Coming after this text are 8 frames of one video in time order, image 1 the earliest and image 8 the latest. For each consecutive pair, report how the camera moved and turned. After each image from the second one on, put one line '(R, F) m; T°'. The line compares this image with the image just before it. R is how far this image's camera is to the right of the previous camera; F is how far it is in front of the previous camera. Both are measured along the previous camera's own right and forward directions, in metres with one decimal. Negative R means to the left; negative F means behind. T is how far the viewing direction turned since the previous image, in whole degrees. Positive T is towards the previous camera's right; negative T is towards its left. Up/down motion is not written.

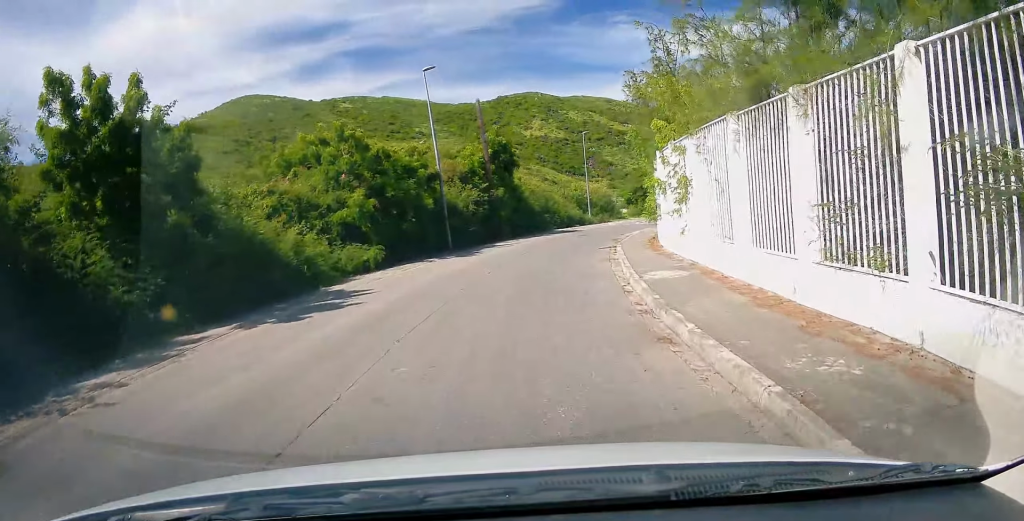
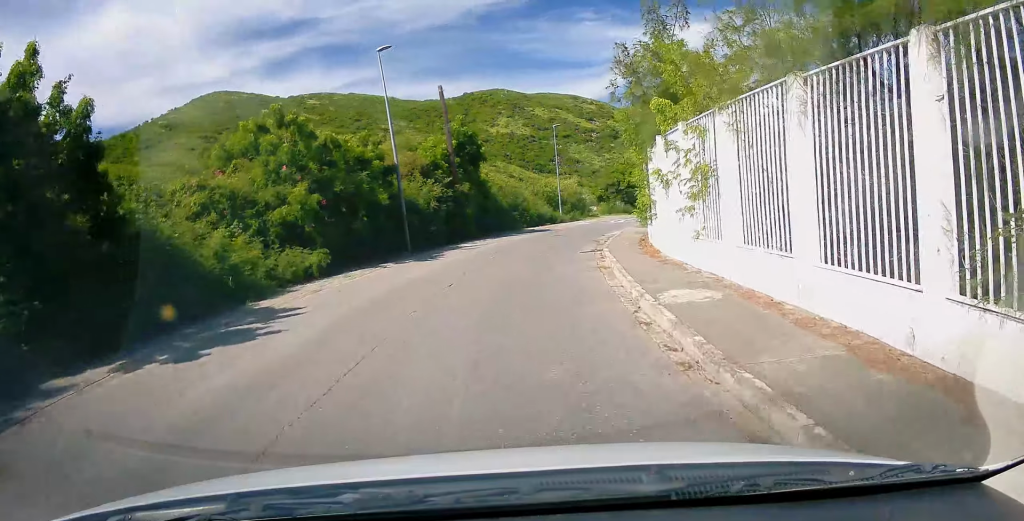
(-0.1, +2.8) m; +3°
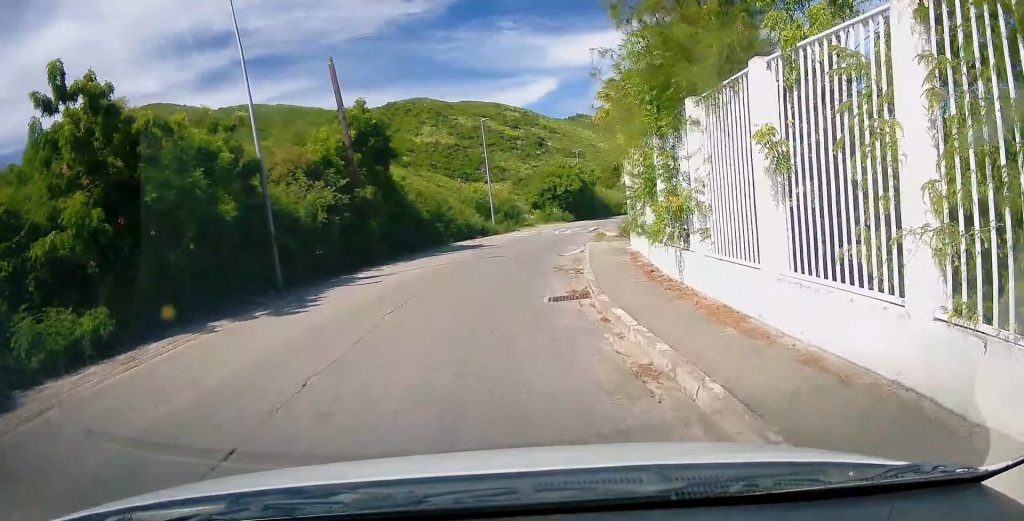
(+0.2, +7.4) m; +2°
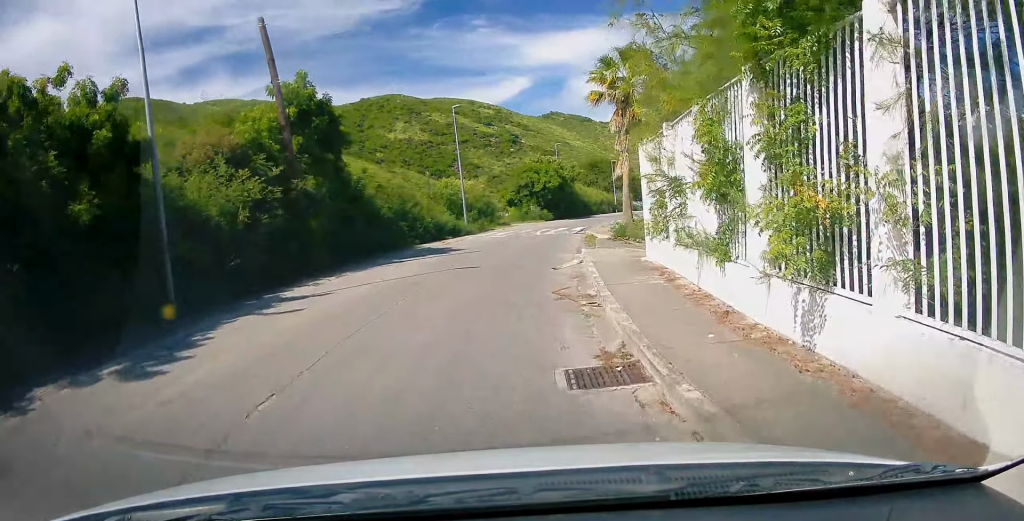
(+0.2, +4.3) m; +5°
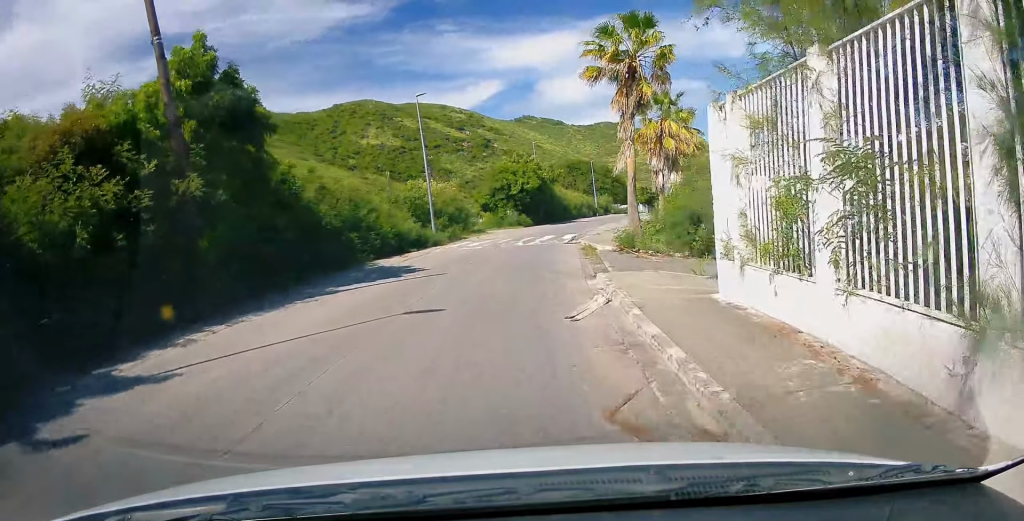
(+0.1, +5.7) m; +3°
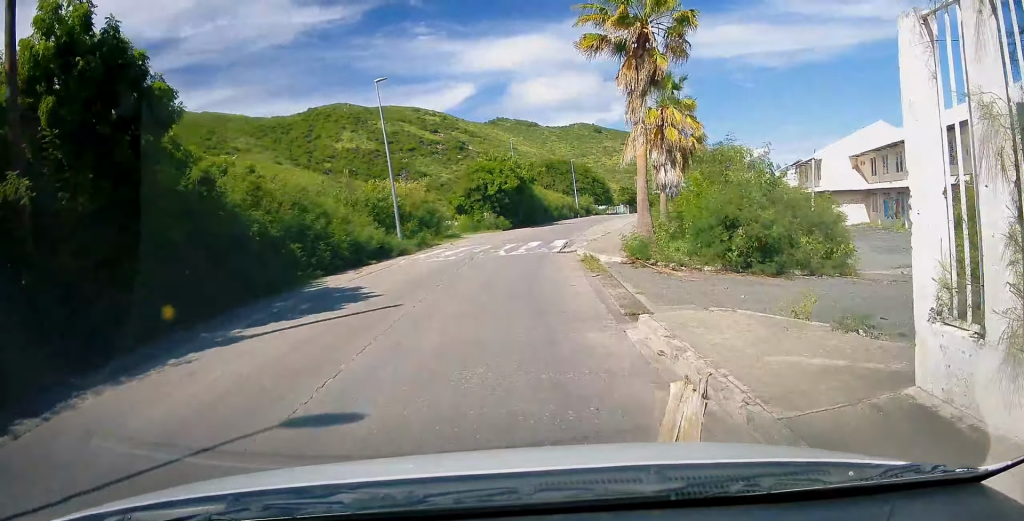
(+0.2, +4.6) m; +4°
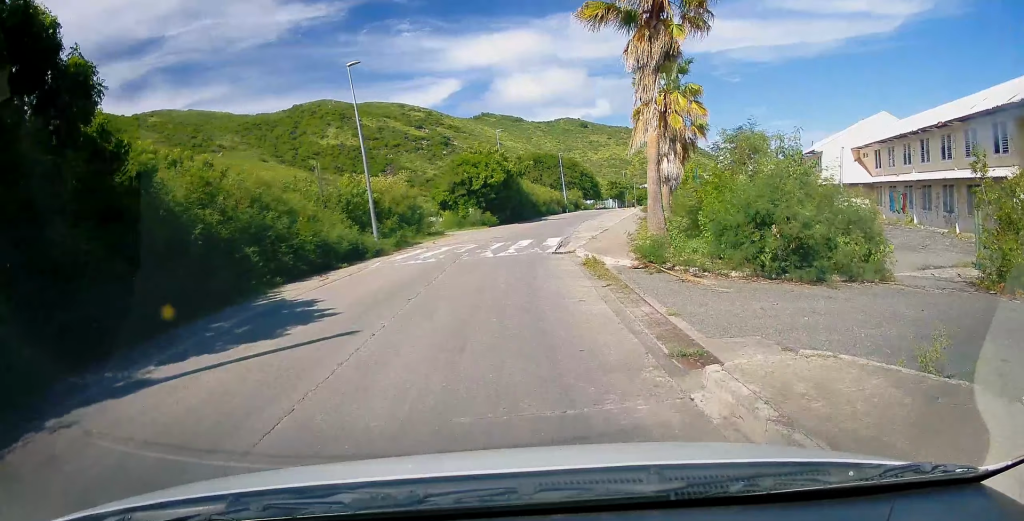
(0.0, +2.5) m; +3°
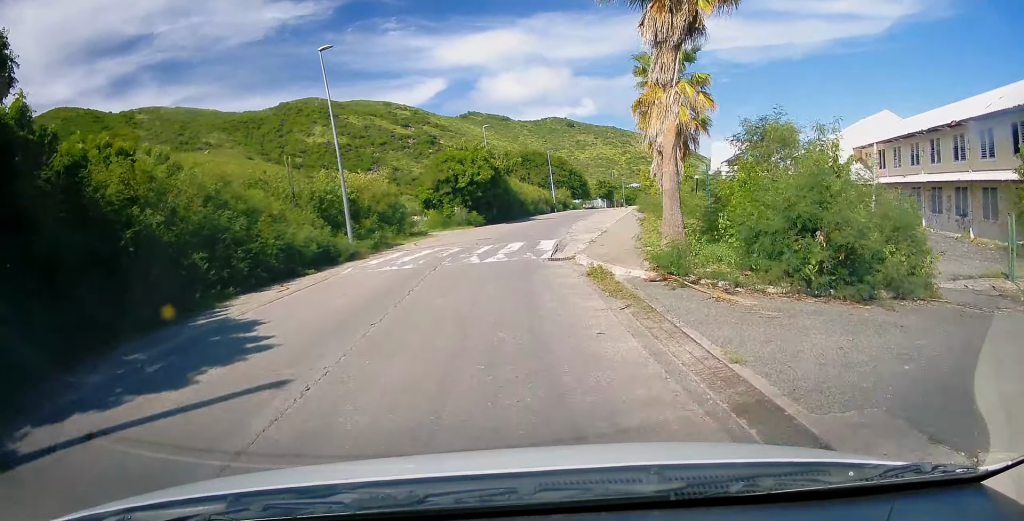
(+0.1, +2.3) m; +2°
